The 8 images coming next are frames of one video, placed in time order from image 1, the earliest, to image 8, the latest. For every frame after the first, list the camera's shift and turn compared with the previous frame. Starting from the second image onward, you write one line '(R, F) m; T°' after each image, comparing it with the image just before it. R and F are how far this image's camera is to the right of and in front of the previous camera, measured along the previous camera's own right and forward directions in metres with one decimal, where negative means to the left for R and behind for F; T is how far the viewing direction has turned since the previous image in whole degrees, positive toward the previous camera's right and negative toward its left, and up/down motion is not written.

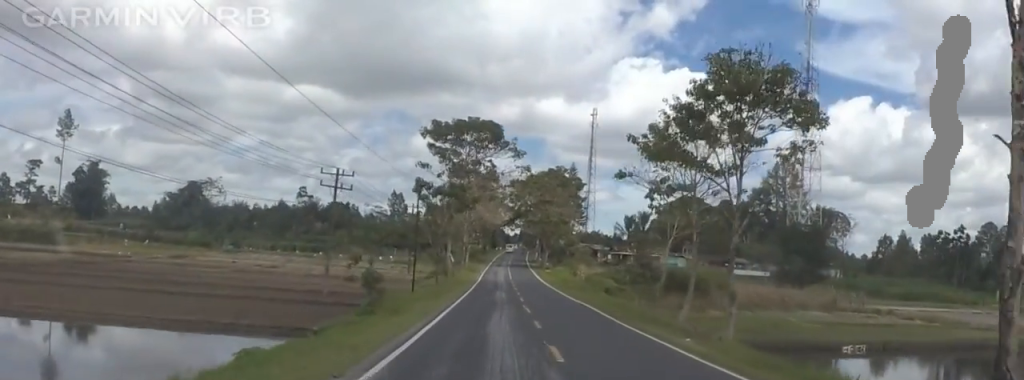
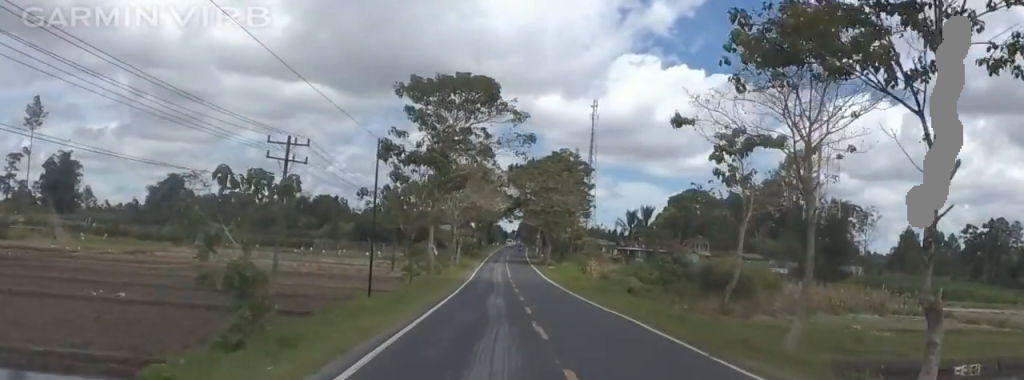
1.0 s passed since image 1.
(+1.8, +14.2) m; +5°
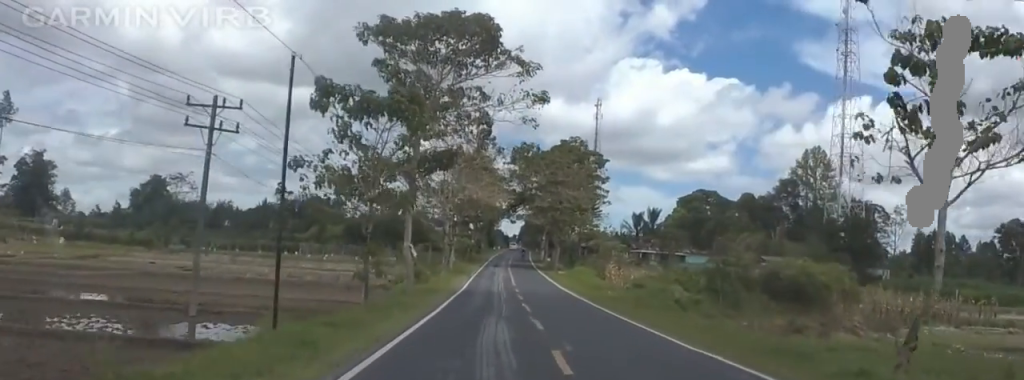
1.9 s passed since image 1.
(-0.5, +13.8) m; -5°
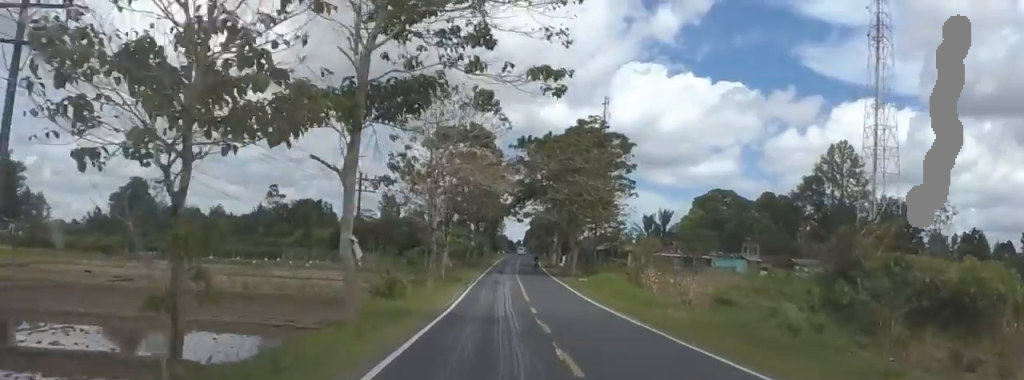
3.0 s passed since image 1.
(-0.9, +15.9) m; 0°
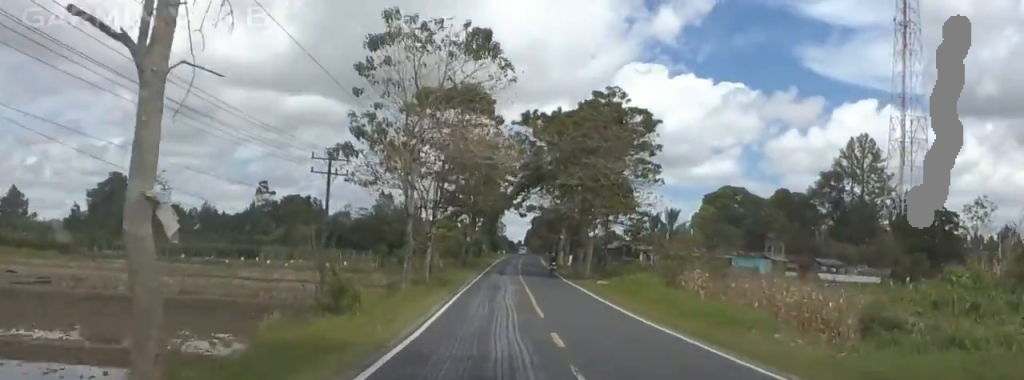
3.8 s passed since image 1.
(+0.7, +12.5) m; +5°
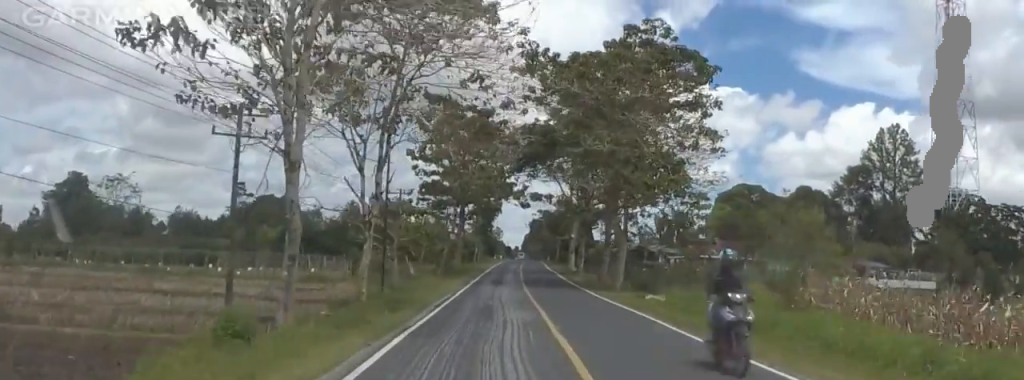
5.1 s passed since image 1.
(+0.6, +18.9) m; -1°
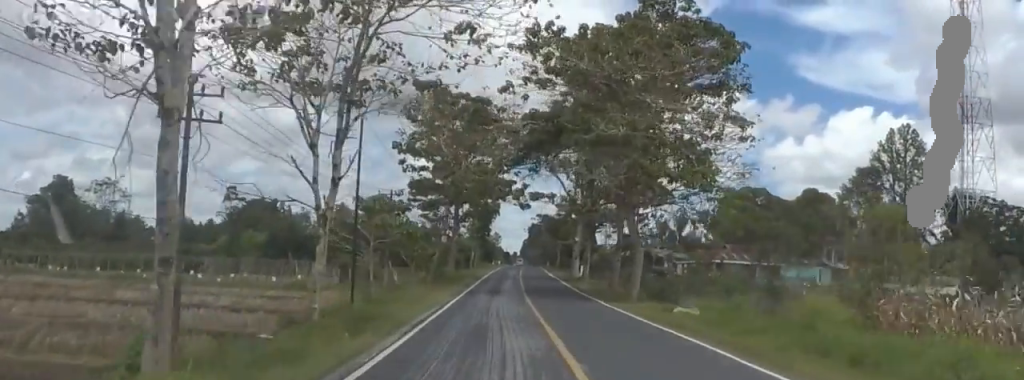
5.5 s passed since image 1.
(-0.4, +6.0) m; -2°
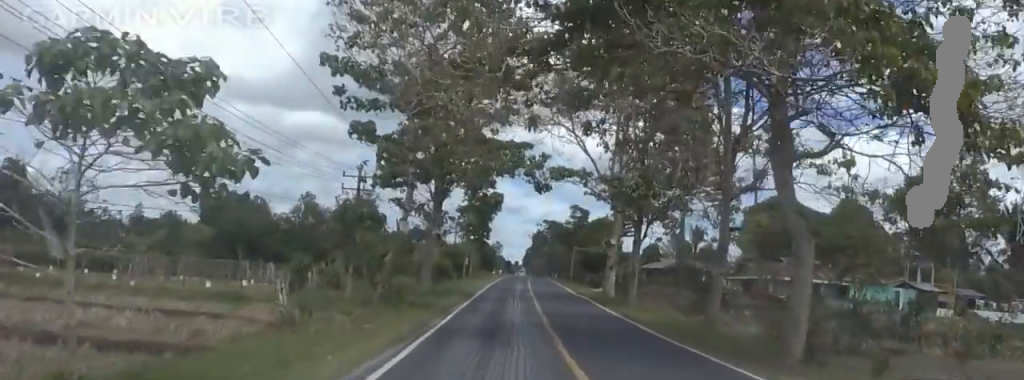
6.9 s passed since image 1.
(-0.7, +21.0) m; 0°
